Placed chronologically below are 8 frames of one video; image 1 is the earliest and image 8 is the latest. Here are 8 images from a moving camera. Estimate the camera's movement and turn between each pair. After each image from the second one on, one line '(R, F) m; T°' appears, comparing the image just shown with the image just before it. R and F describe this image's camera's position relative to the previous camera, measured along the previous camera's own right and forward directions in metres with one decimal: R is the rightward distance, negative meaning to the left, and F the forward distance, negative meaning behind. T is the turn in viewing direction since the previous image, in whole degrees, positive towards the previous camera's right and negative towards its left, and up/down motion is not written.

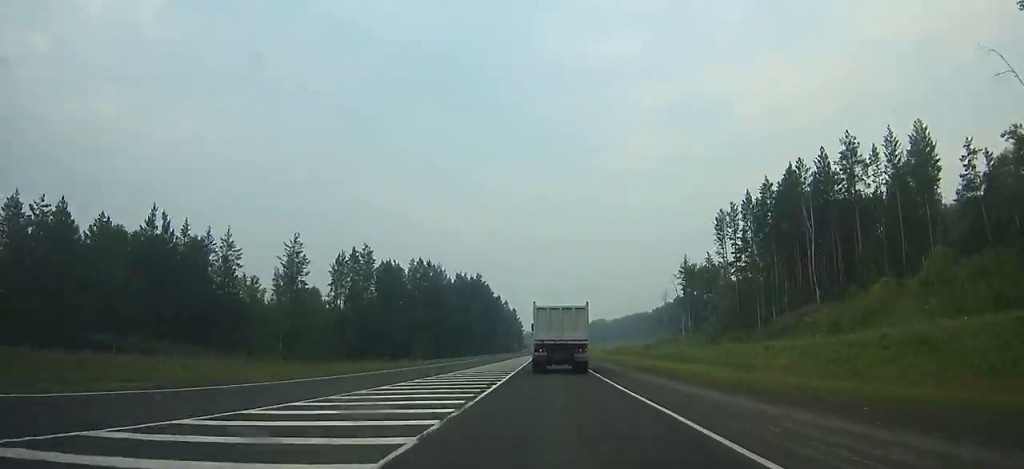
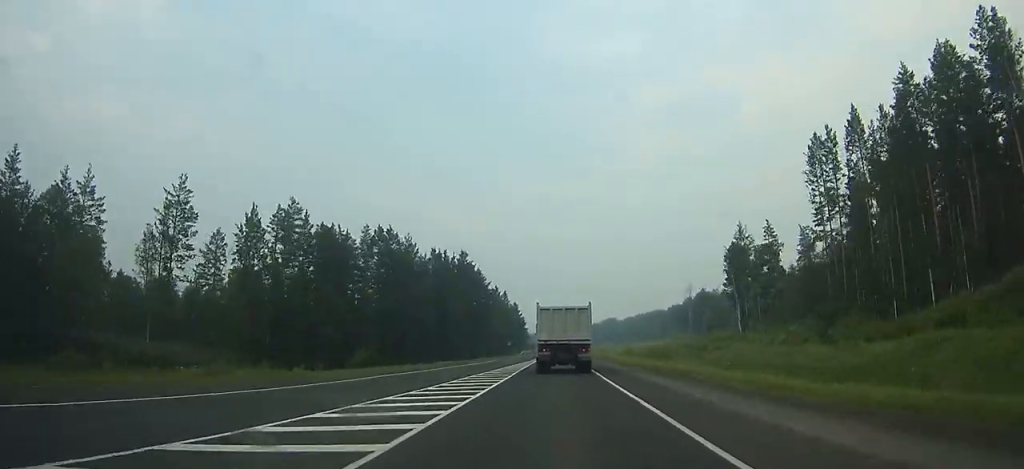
(-0.3, +43.1) m; 0°
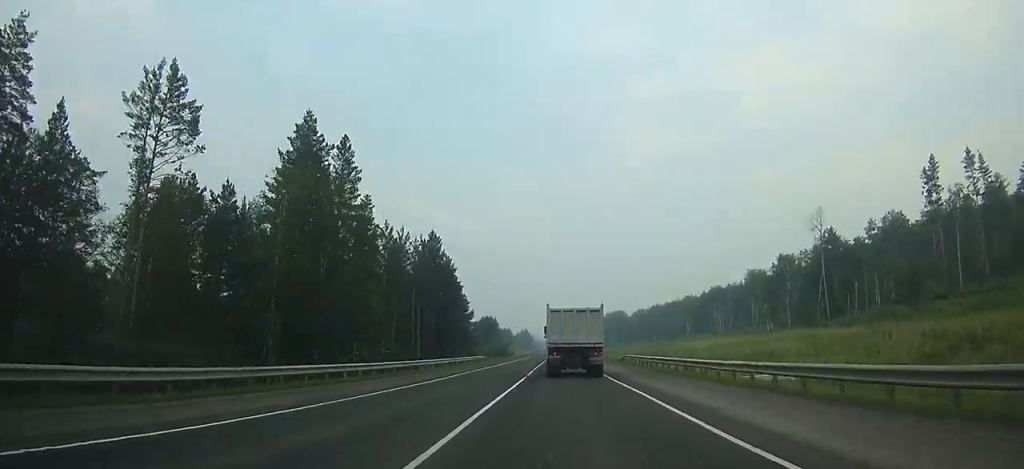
(+0.8, +155.1) m; +1°
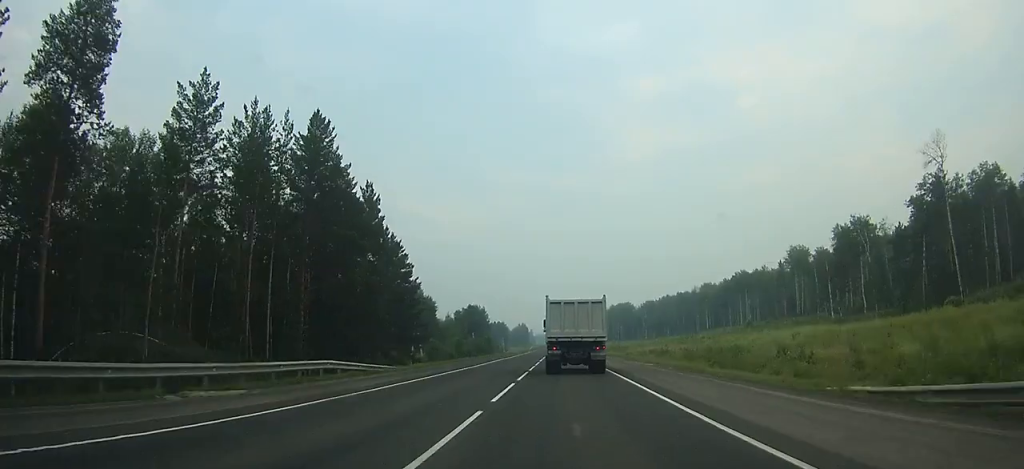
(0.0, +47.4) m; 0°
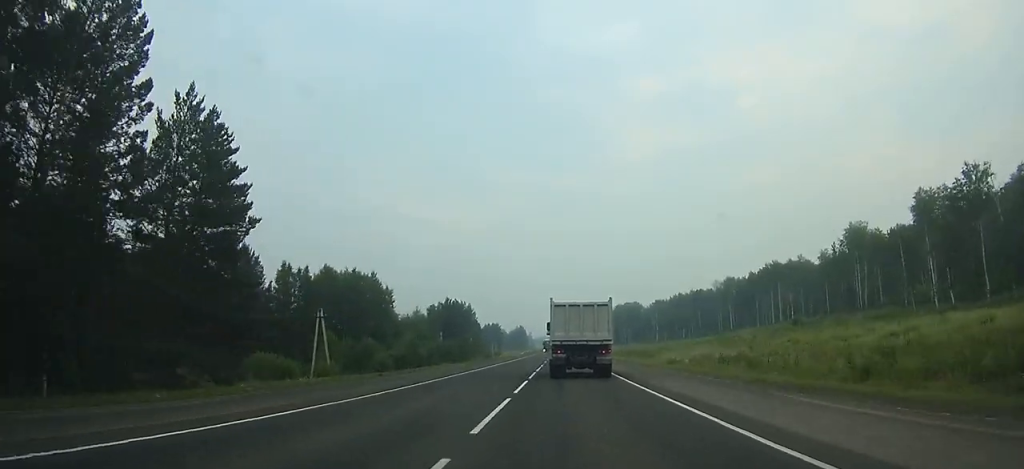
(-0.1, +45.7) m; 0°
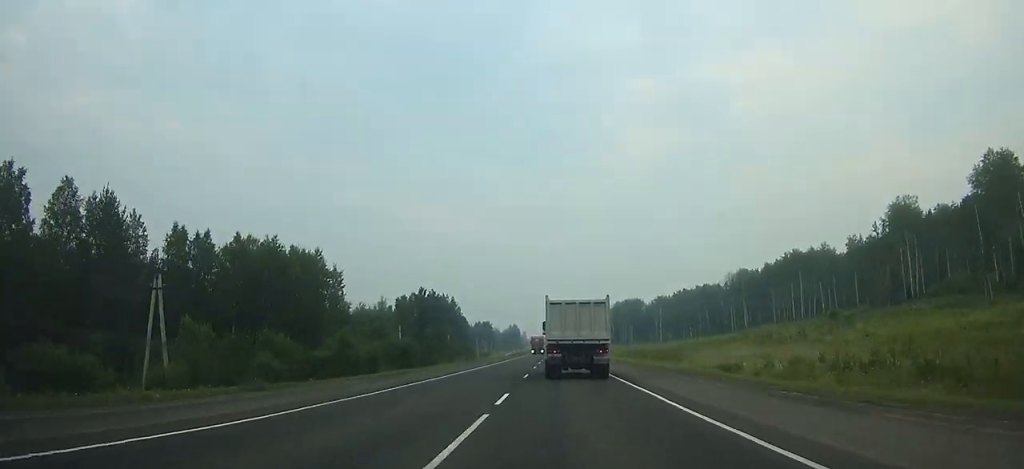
(+0.1, +28.2) m; 0°
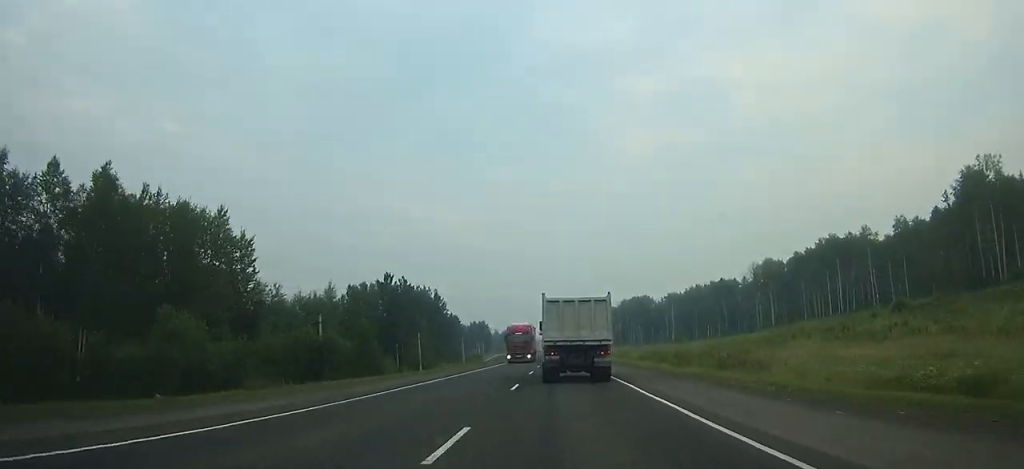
(+0.2, +30.7) m; 0°
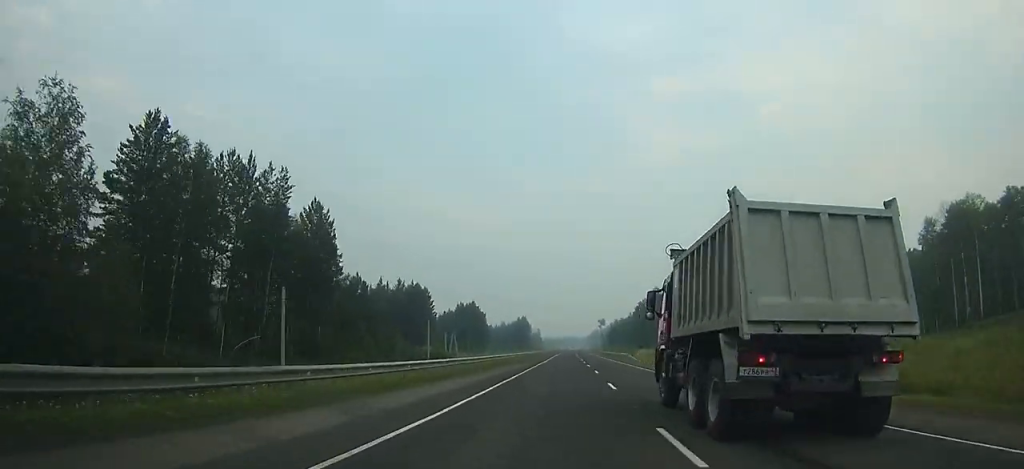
(-0.5, +112.1) m; 0°
